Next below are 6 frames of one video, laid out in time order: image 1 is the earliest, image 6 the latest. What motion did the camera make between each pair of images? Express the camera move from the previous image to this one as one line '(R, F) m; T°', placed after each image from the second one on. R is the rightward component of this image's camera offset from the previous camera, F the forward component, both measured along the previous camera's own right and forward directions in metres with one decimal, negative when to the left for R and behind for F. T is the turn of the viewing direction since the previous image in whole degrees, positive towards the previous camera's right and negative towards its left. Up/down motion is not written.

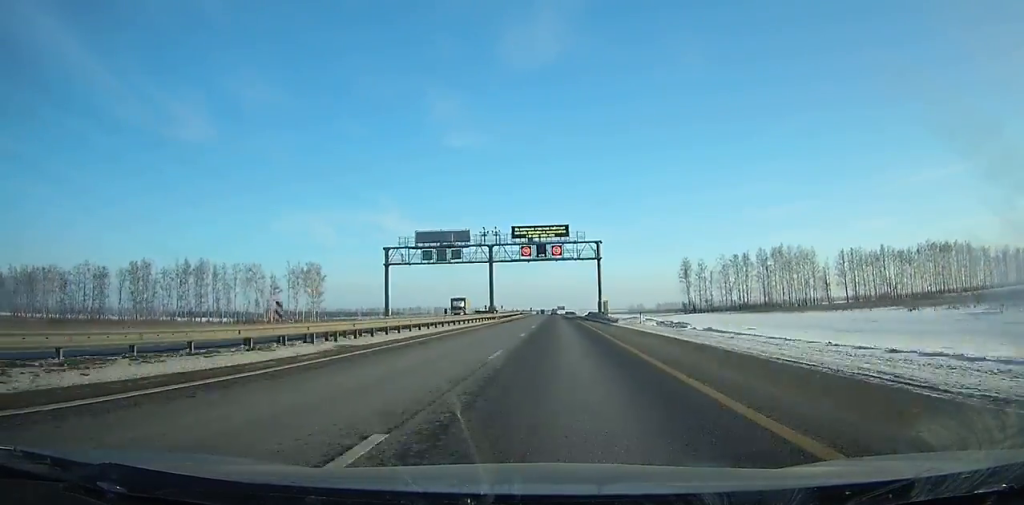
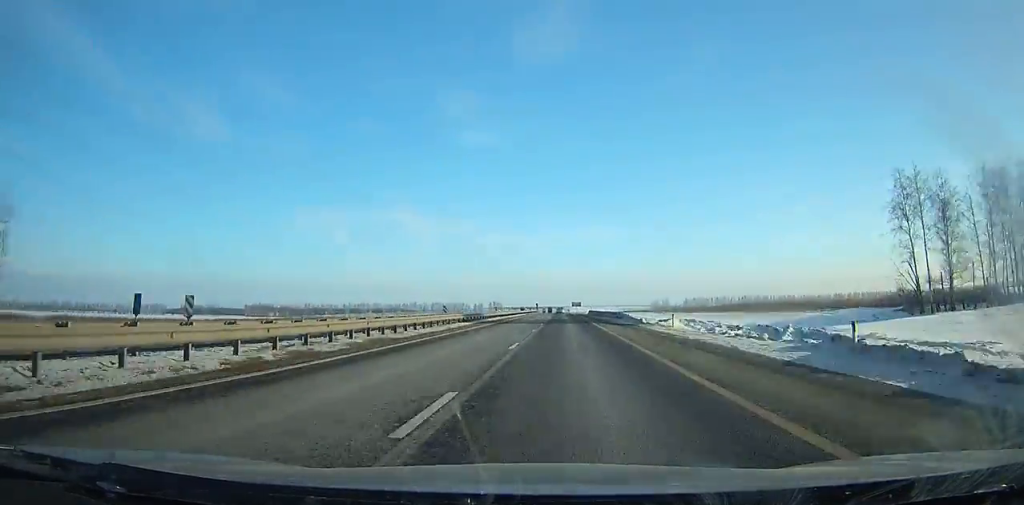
(-0.7, +91.7) m; -1°
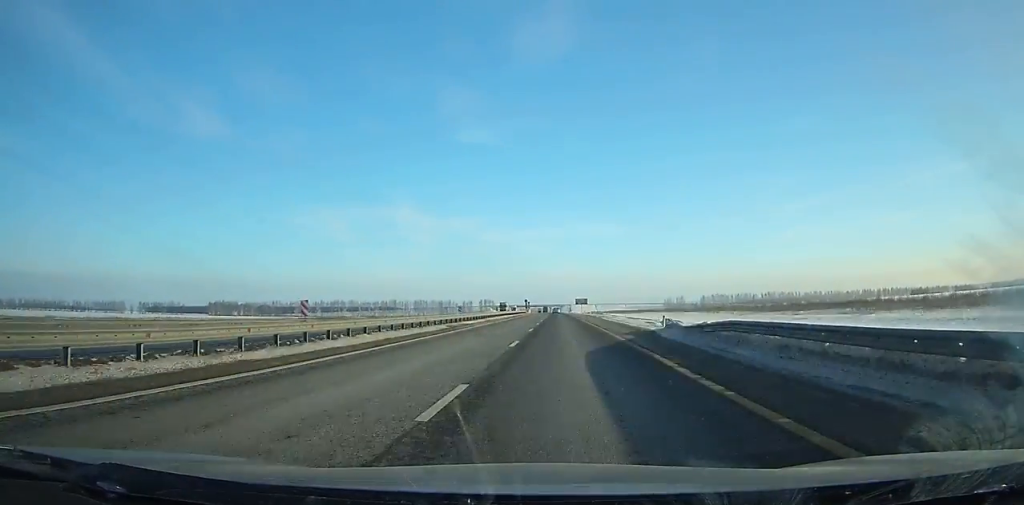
(-0.2, +81.6) m; 0°
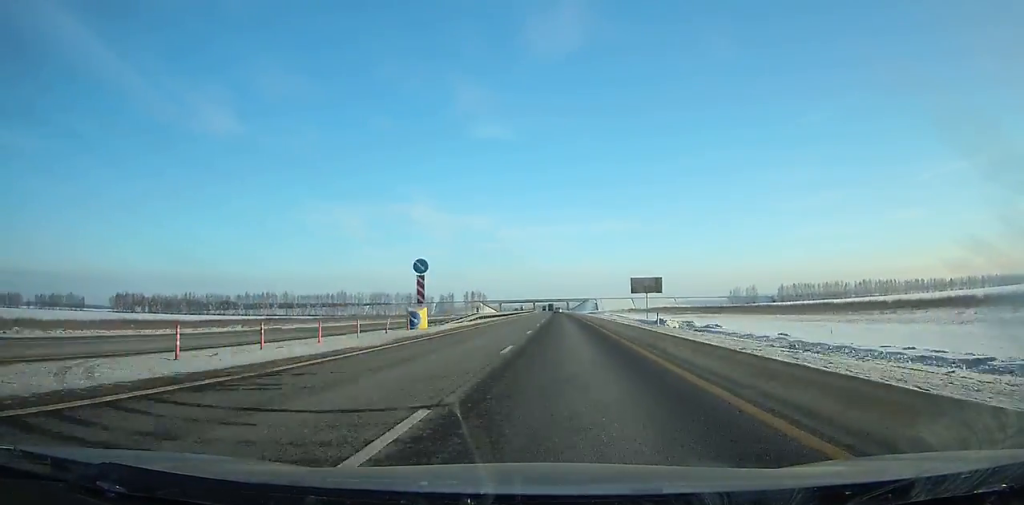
(-2.4, +180.1) m; -1°
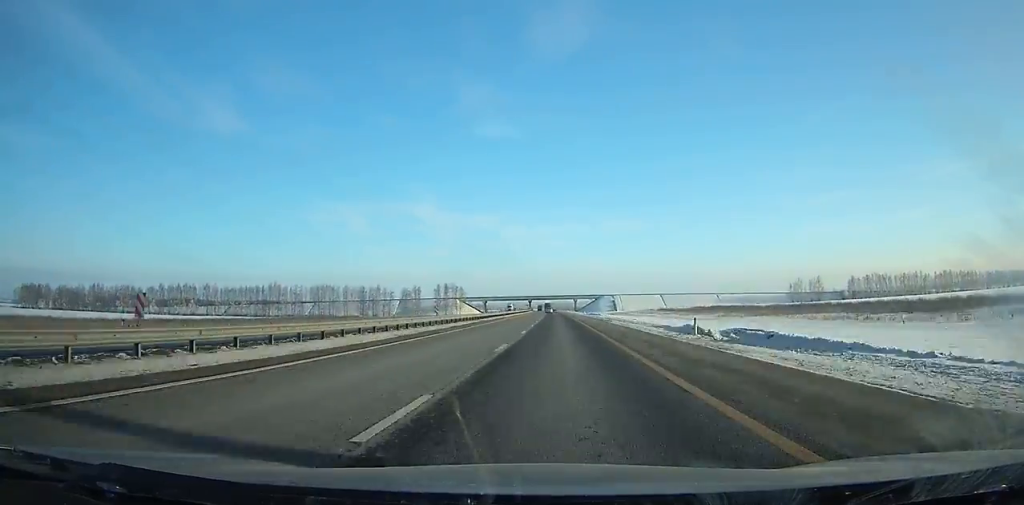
(-0.6, +105.7) m; -1°
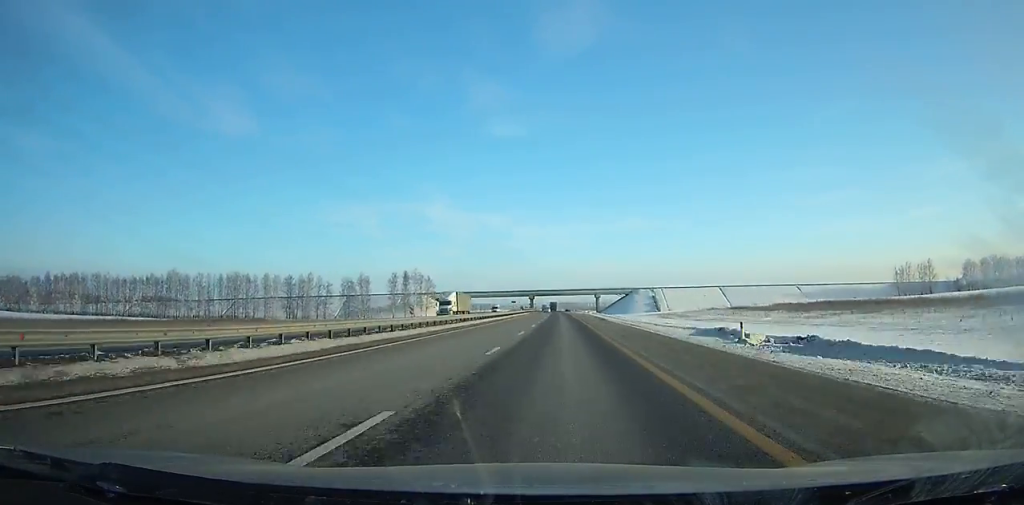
(-0.9, +96.4) m; -1°
